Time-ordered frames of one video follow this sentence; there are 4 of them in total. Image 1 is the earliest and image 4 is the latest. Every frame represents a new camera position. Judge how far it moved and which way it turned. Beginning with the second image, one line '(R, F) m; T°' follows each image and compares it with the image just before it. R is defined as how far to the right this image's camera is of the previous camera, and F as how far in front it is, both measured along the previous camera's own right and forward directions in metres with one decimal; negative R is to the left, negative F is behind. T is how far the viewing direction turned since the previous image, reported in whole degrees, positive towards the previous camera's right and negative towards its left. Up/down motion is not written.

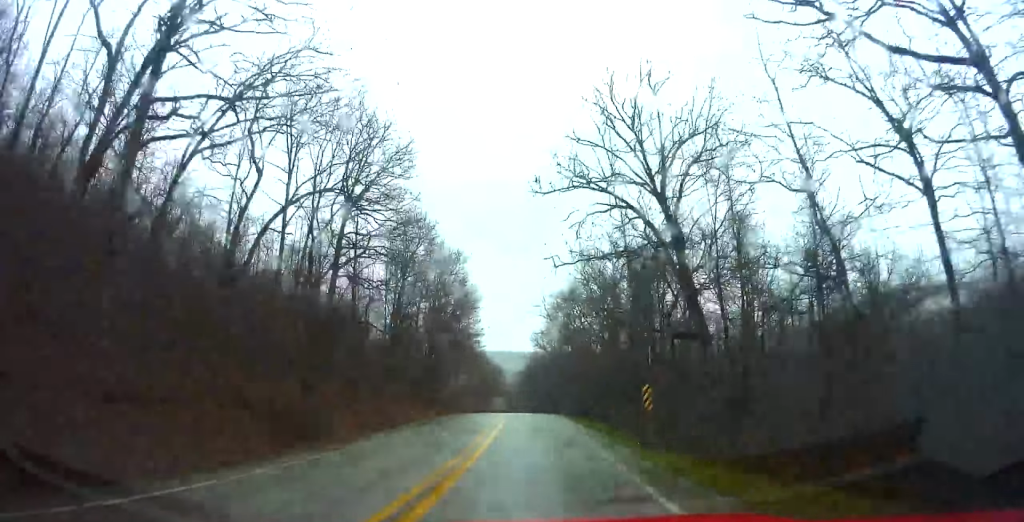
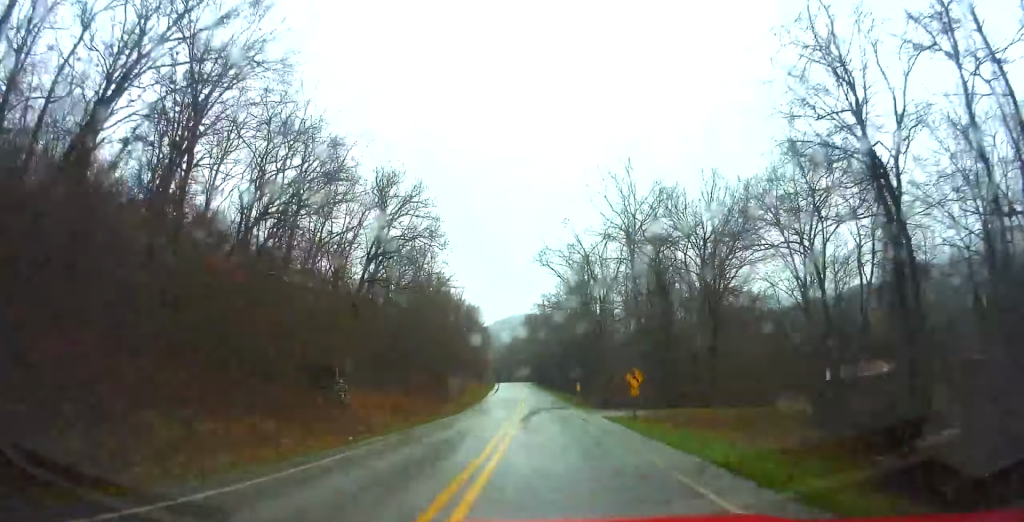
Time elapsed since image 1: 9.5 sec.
(-21.8, +239.1) m; -7°
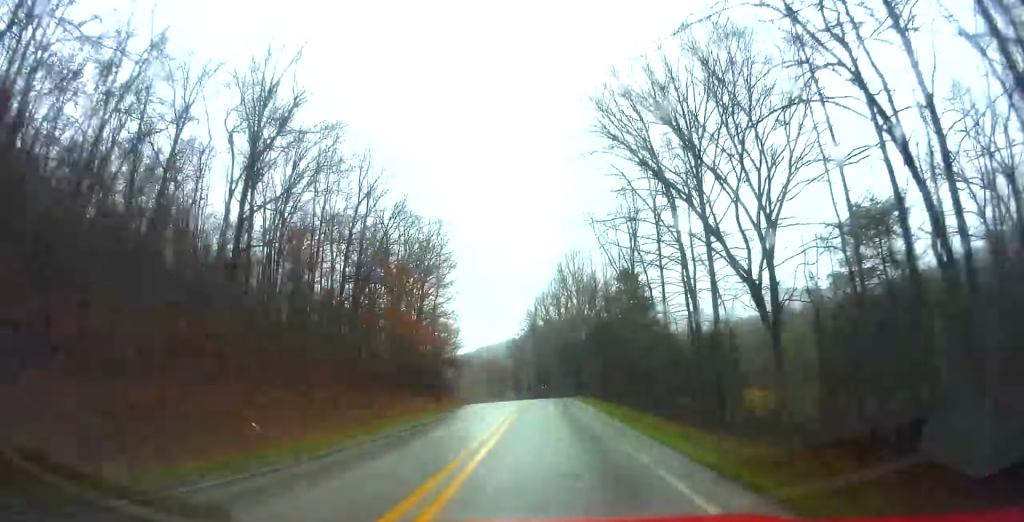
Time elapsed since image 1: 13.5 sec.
(-3.0, +100.4) m; -4°
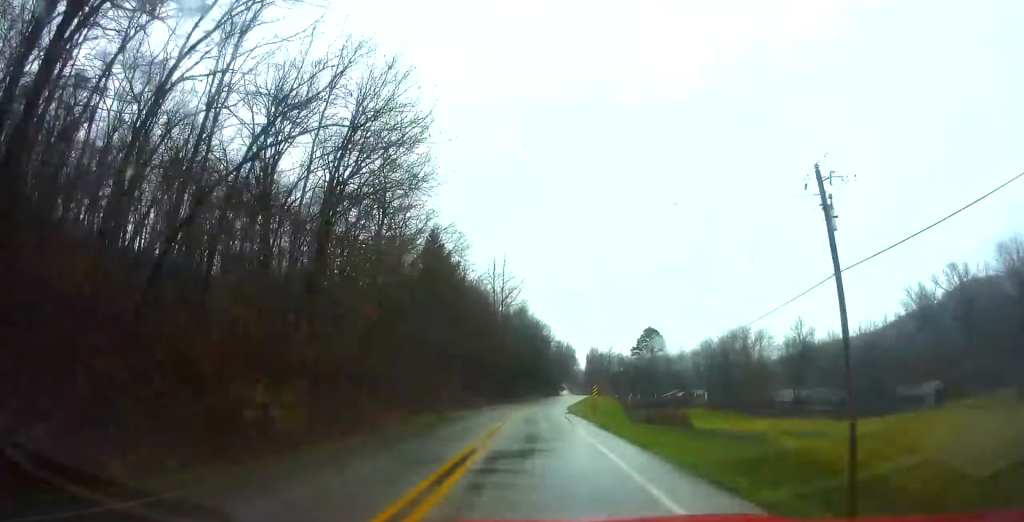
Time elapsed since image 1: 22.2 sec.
(-42.2, +190.1) m; -32°
